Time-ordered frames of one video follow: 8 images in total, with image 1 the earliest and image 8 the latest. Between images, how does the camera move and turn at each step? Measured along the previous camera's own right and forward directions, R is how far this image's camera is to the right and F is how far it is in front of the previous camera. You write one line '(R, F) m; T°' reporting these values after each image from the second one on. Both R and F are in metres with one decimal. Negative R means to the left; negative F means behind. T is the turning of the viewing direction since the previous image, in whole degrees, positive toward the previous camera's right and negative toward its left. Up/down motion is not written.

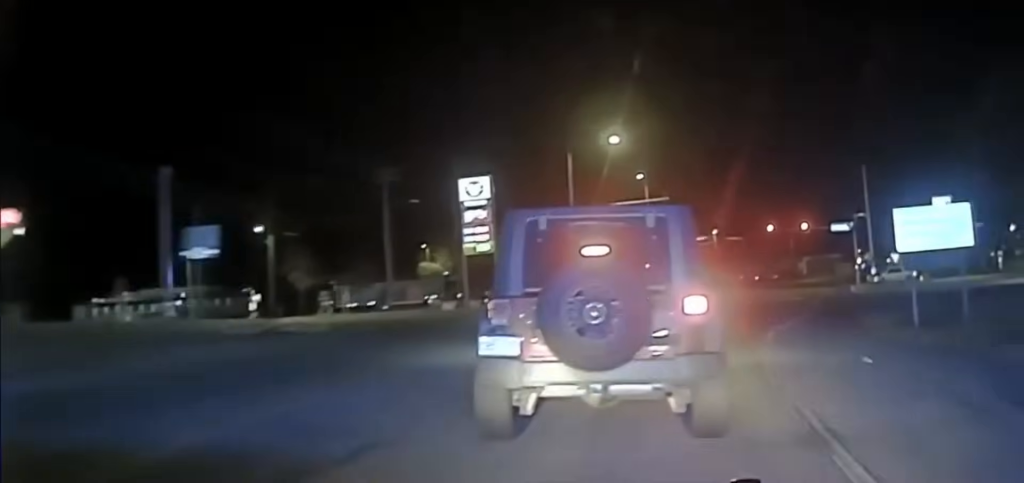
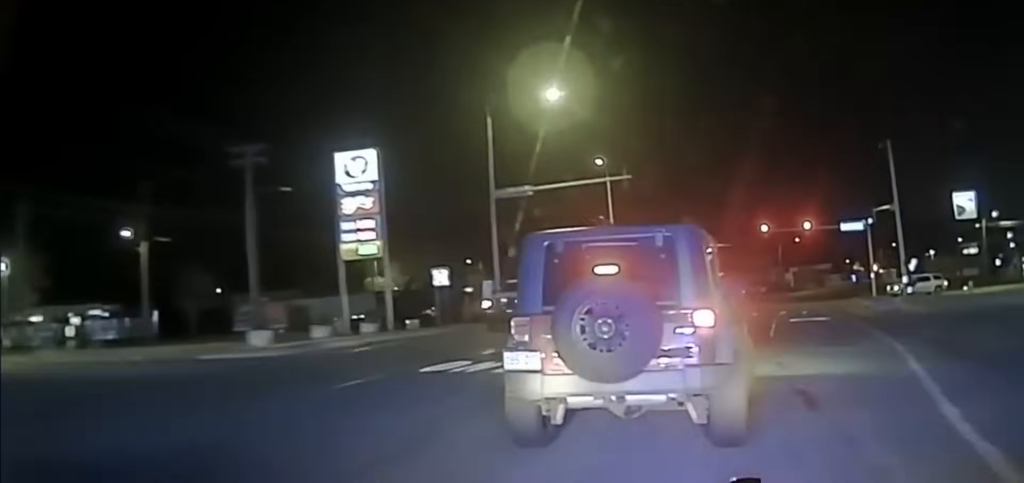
(+1.0, +20.9) m; +5°
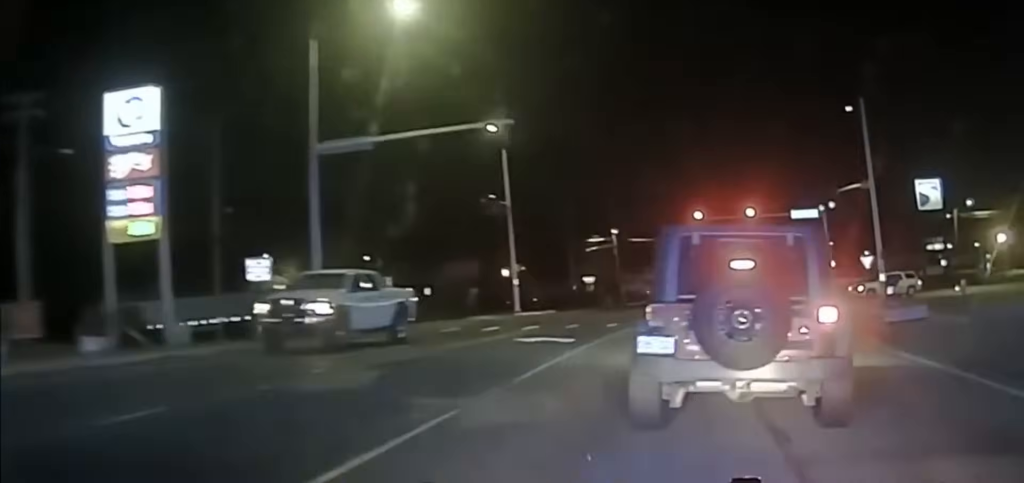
(+0.4, +11.6) m; +3°
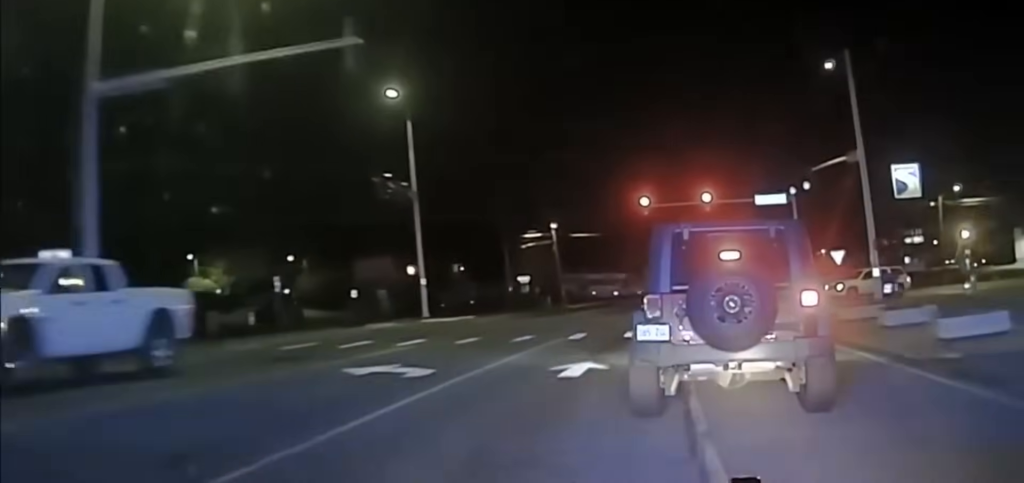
(+0.1, +8.2) m; +1°
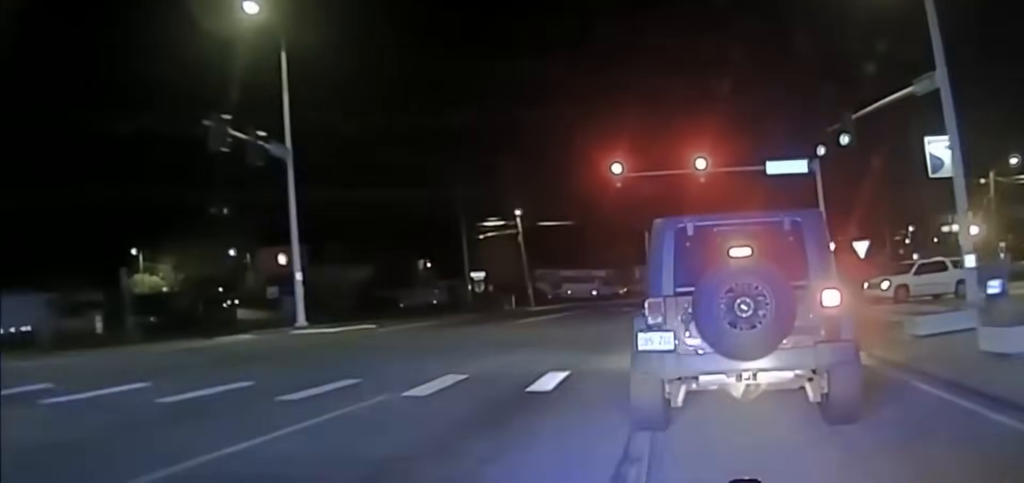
(+0.2, +11.5) m; +4°
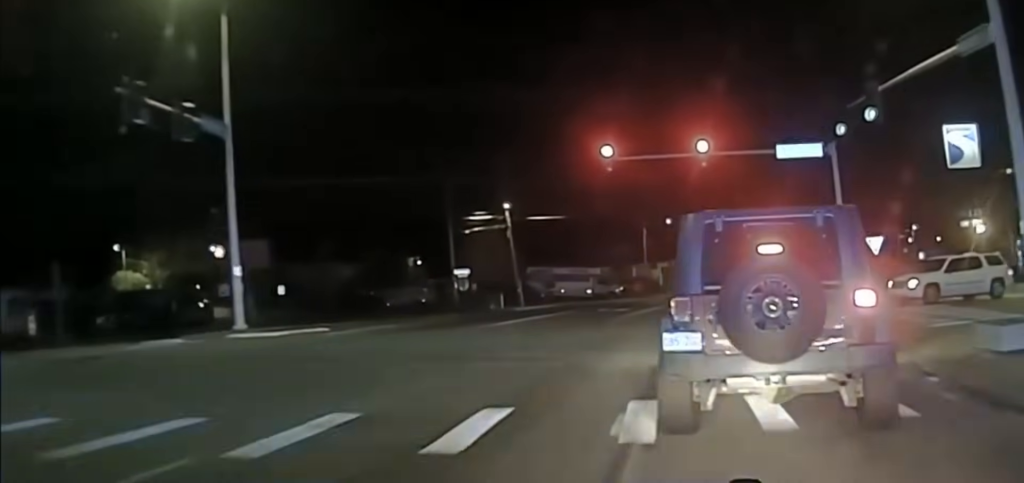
(0.0, +4.9) m; +6°
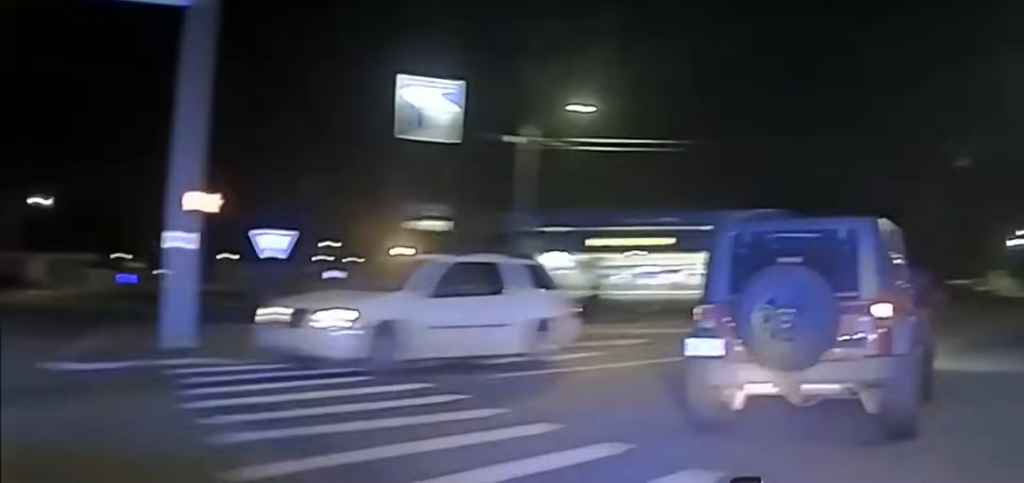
(+9.0, +25.1) m; +38°
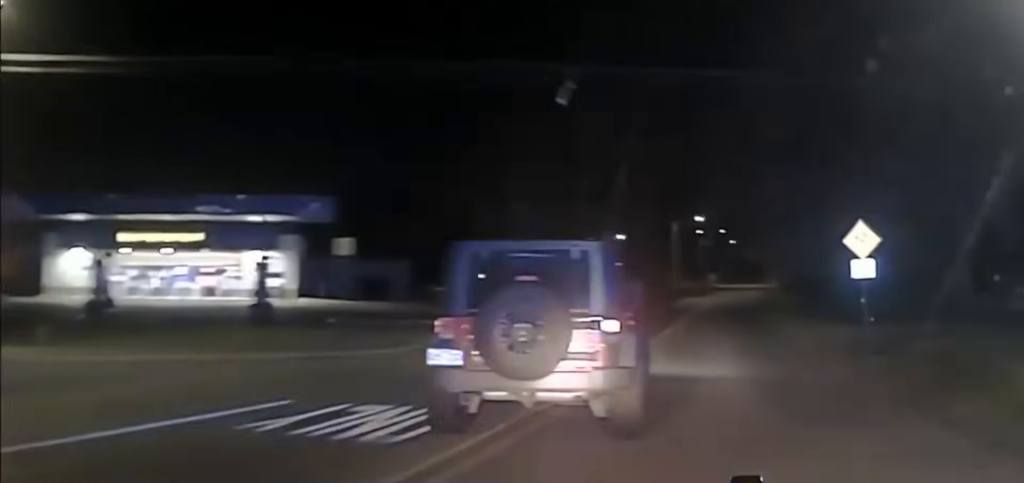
(+1.8, +15.6) m; +10°
